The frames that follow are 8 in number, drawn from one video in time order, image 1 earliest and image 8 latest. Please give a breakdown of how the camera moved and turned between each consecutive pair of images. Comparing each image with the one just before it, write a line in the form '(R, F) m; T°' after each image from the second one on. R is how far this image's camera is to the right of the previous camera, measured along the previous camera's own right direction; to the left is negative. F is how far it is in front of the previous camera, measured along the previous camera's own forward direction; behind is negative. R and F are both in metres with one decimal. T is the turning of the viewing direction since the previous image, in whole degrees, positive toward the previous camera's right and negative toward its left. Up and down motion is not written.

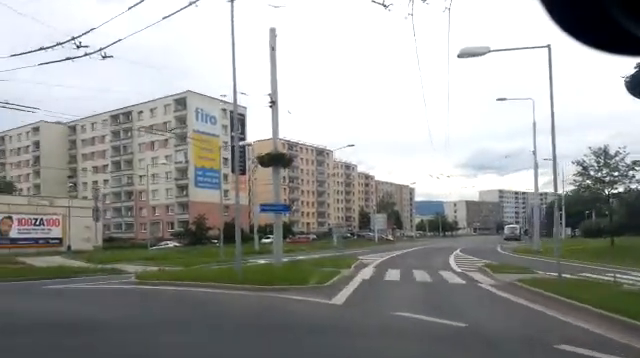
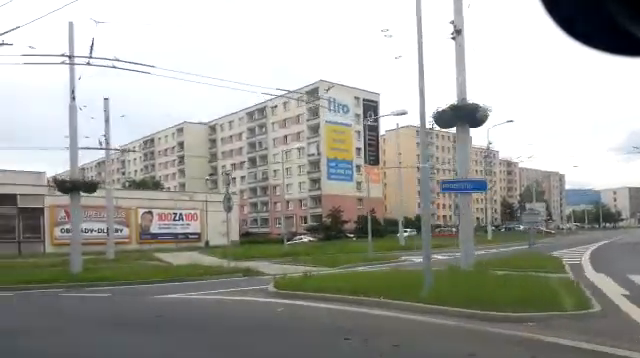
(-0.2, +5.1) m; -8°
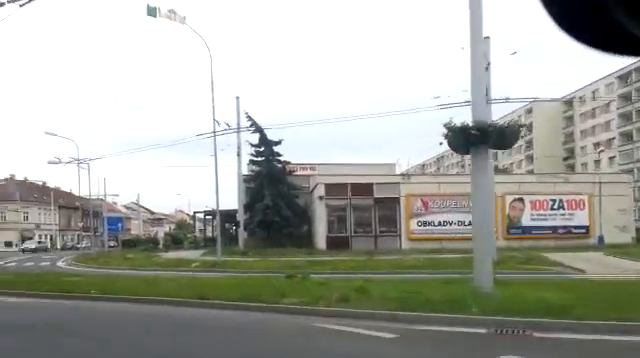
(-1.7, +8.5) m; -33°
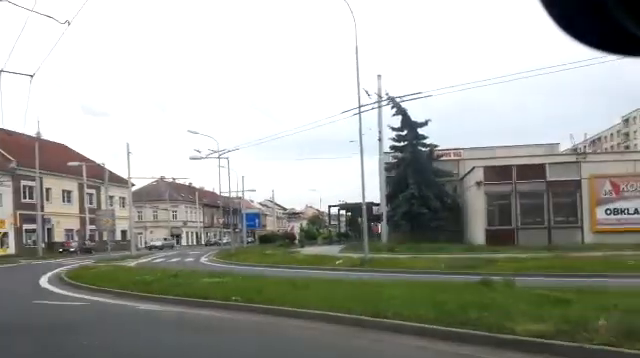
(-0.4, +3.2) m; -14°
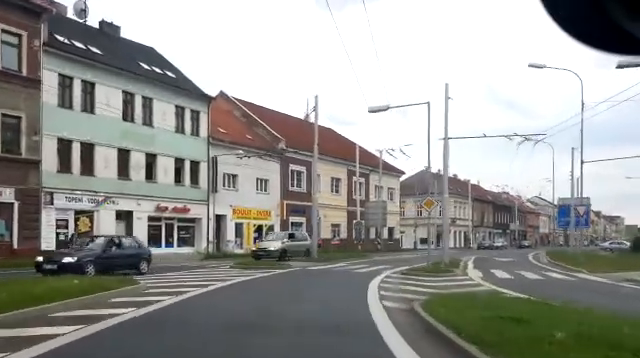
(-5.0, +14.0) m; -23°
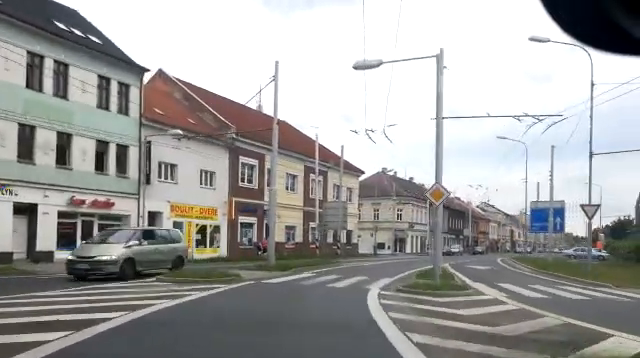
(+0.1, +5.3) m; +4°
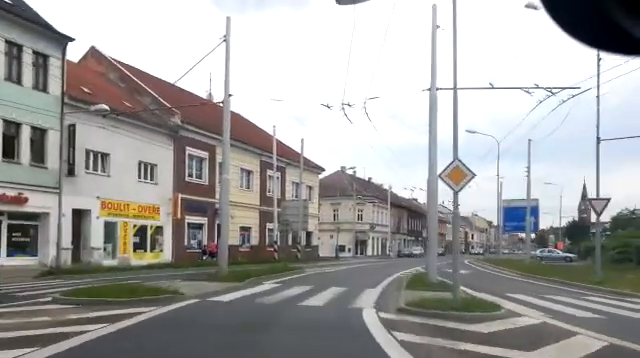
(+0.1, +4.2) m; +5°
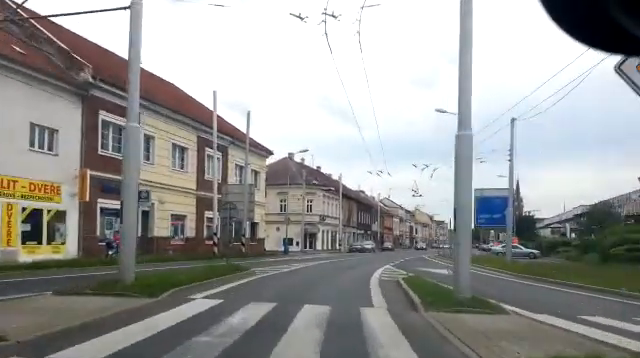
(+0.4, +6.0) m; +7°
